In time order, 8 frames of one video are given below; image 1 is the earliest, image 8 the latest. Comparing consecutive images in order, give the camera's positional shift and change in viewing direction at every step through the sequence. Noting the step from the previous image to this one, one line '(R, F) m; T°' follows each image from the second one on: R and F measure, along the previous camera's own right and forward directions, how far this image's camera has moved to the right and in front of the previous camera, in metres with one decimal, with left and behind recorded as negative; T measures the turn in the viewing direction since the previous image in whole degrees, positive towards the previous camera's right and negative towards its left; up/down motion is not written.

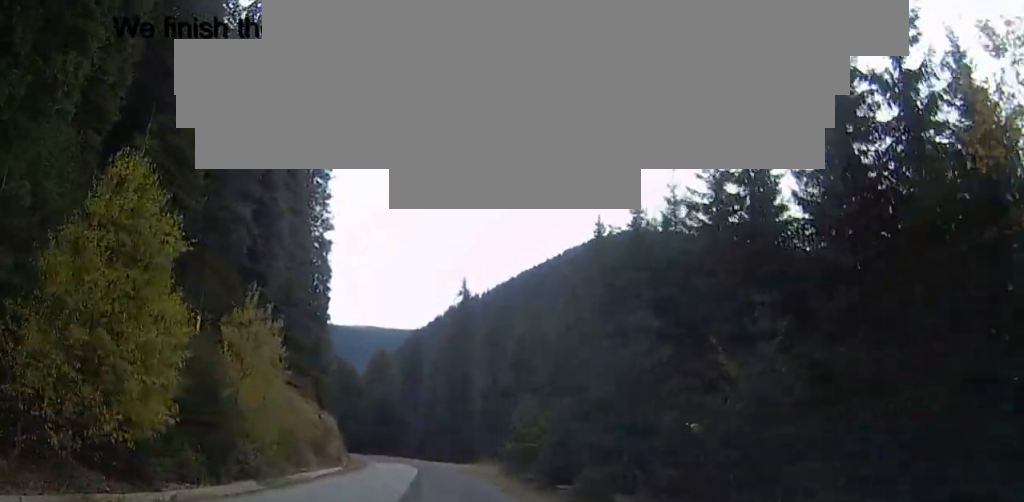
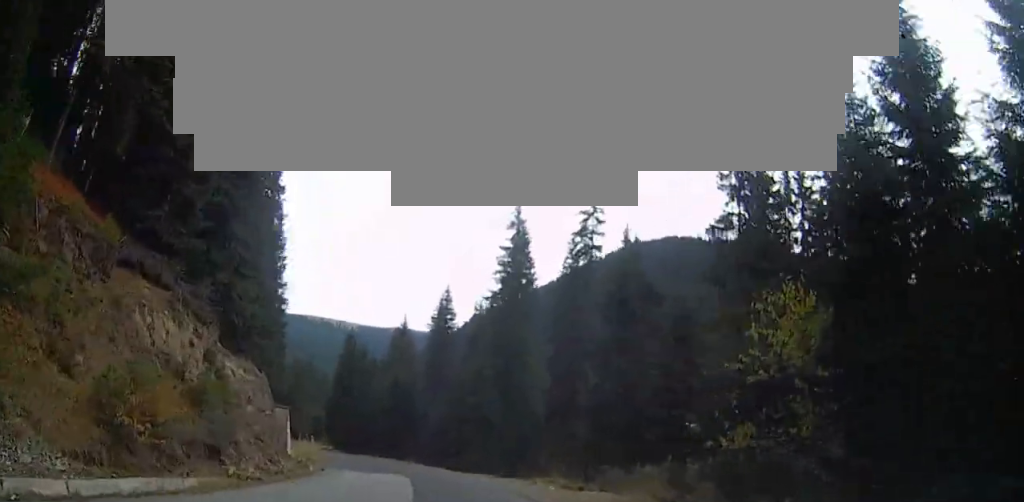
(-0.5, +31.3) m; +1°
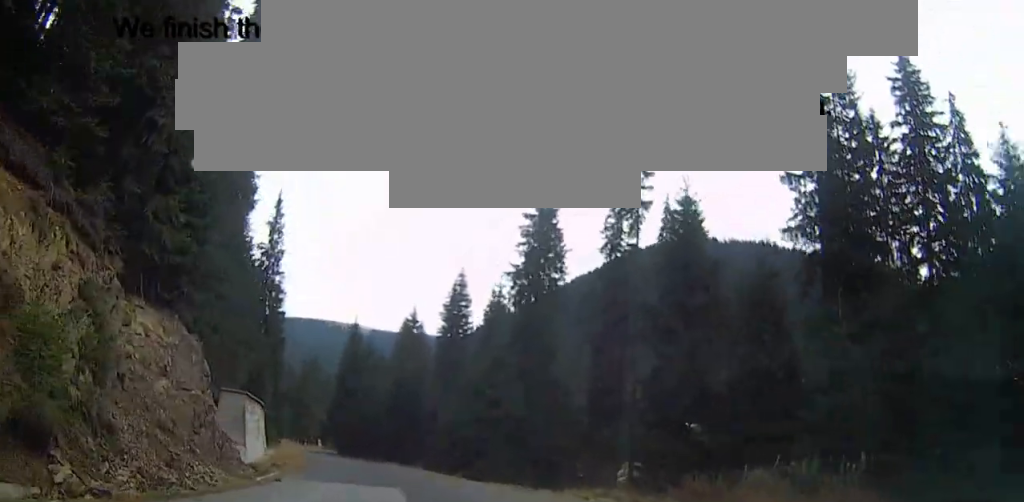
(0.0, +10.0) m; -1°
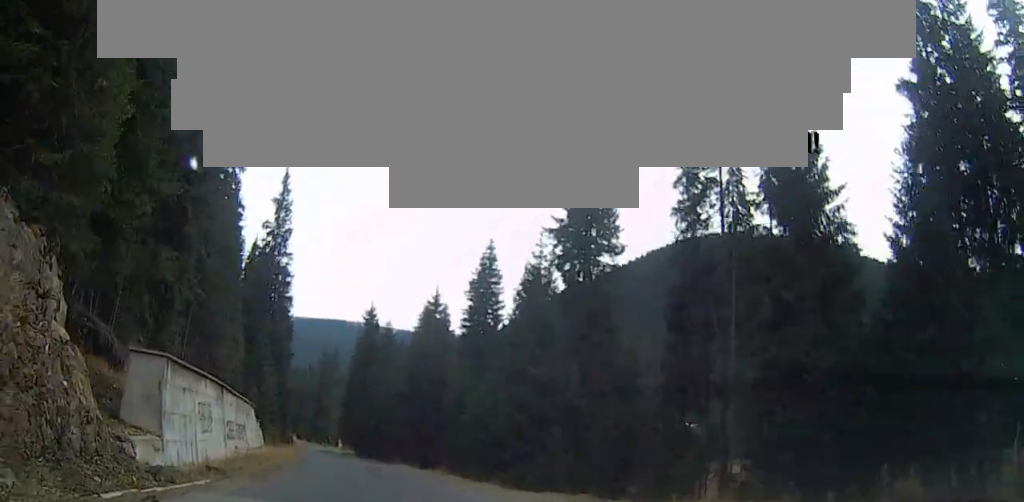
(+0.2, +10.5) m; -3°
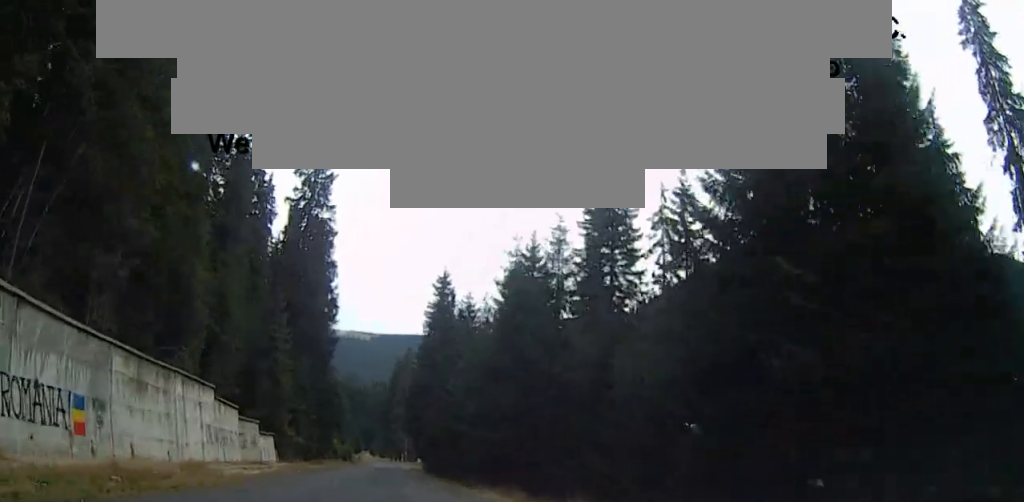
(-2.1, +25.5) m; -8°
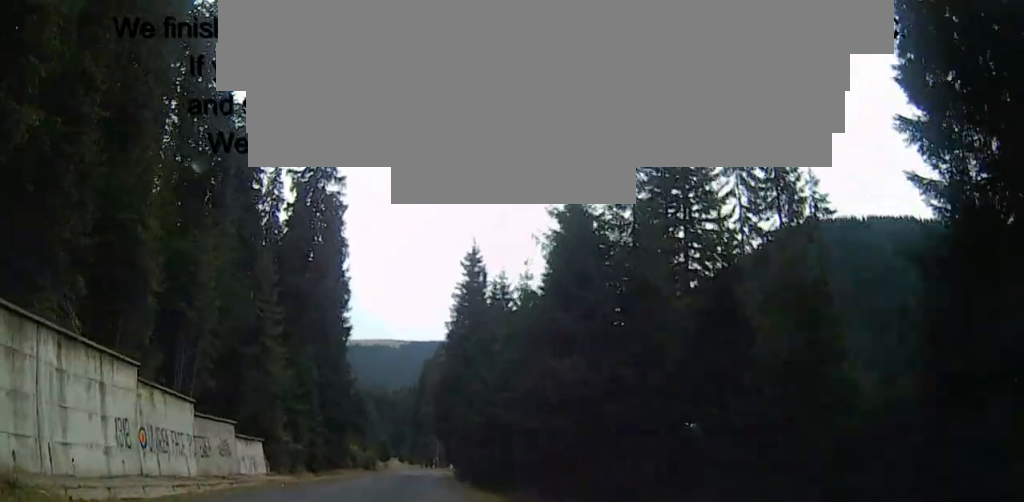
(-0.1, +11.3) m; -2°
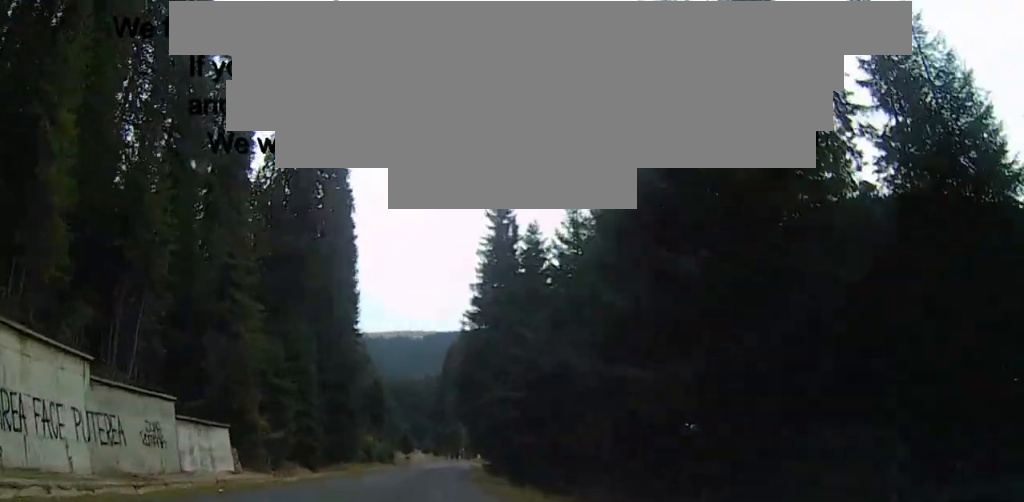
(-0.3, +10.5) m; -2°
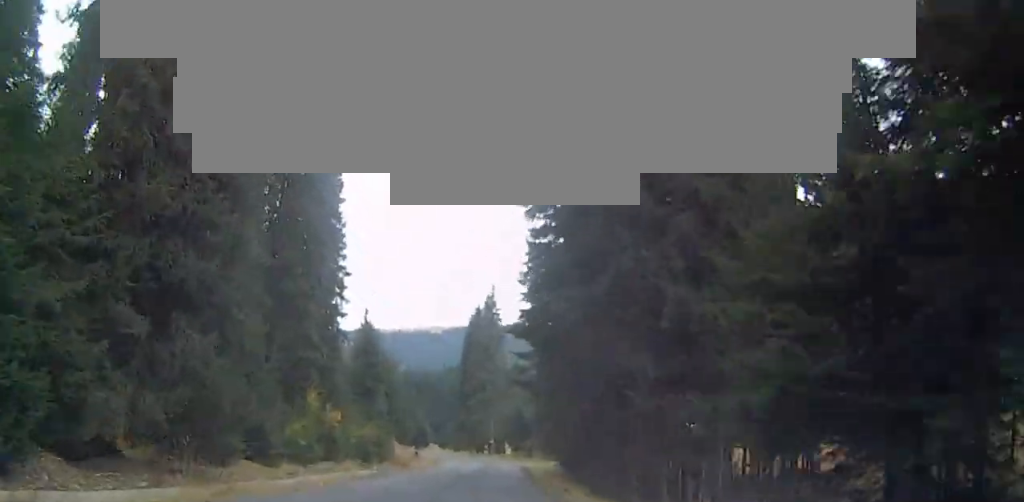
(-1.0, +31.7) m; -2°
